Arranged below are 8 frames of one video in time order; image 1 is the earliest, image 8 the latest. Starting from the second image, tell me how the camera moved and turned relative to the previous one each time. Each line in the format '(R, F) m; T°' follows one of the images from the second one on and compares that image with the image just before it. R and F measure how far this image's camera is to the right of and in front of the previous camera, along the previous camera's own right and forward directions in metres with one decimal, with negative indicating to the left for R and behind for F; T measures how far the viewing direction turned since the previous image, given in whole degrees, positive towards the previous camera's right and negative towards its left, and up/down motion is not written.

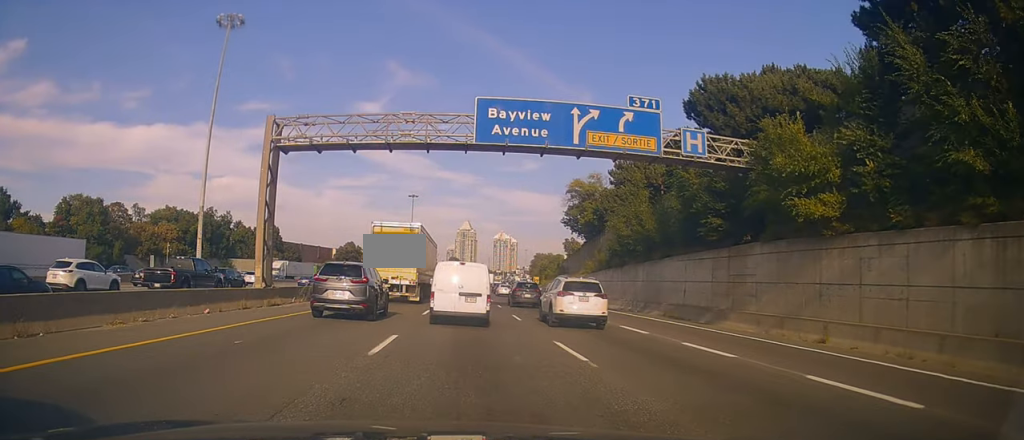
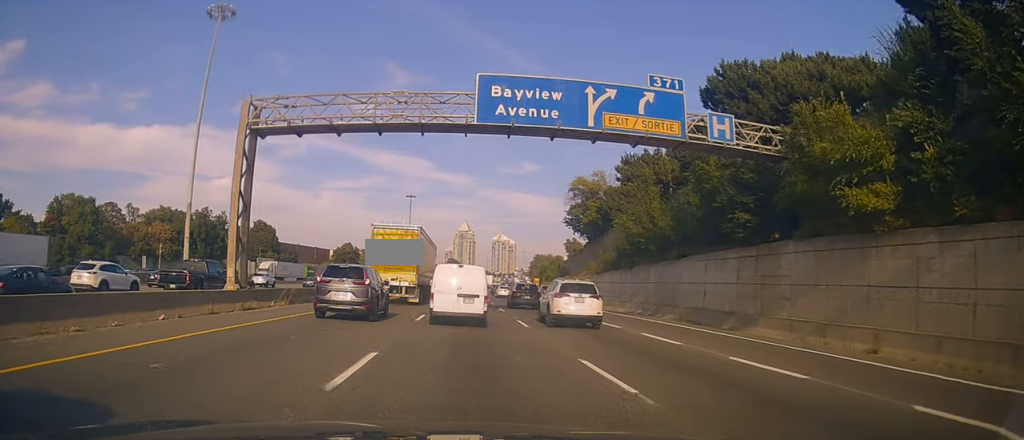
(+0.1, +2.8) m; -1°
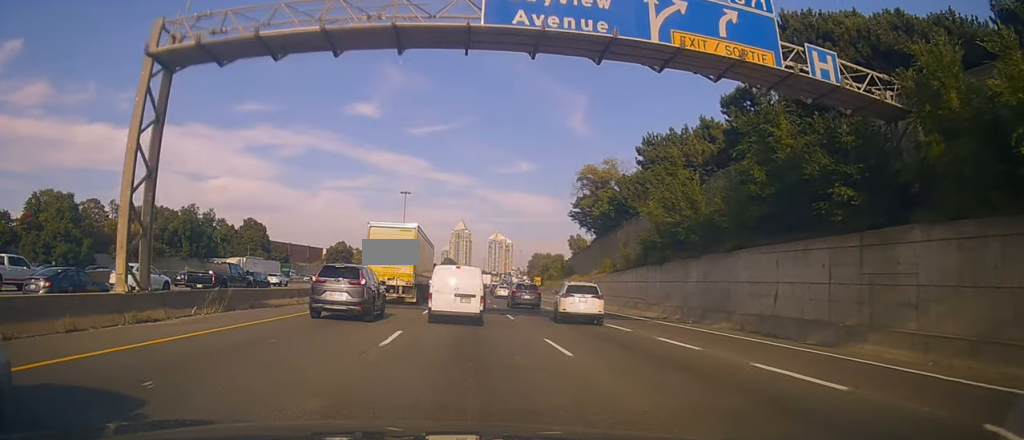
(-0.1, +6.7) m; -2°
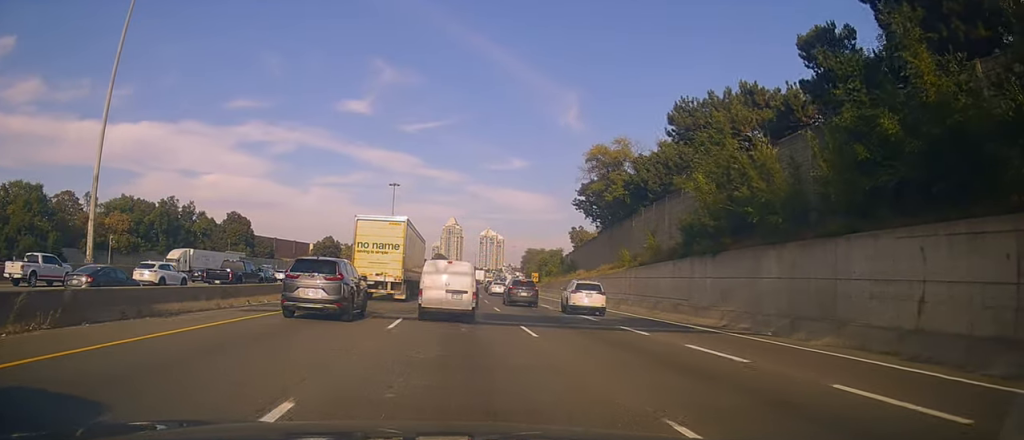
(-0.1, +8.1) m; +1°
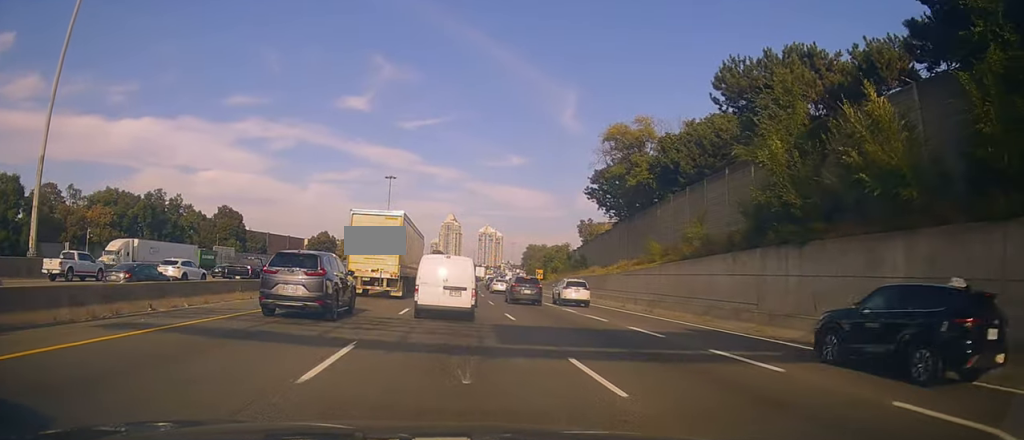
(+0.2, +7.7) m; +2°
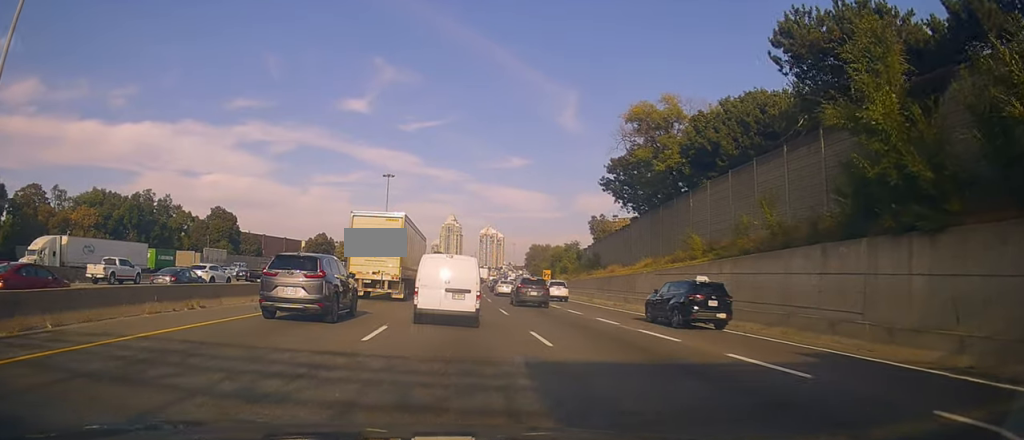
(0.0, +7.5) m; -5°
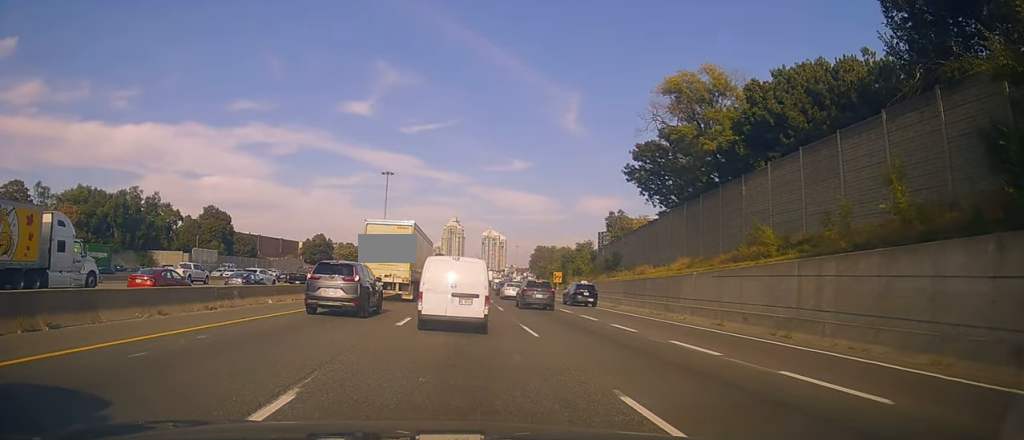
(-0.2, +10.2) m; +5°
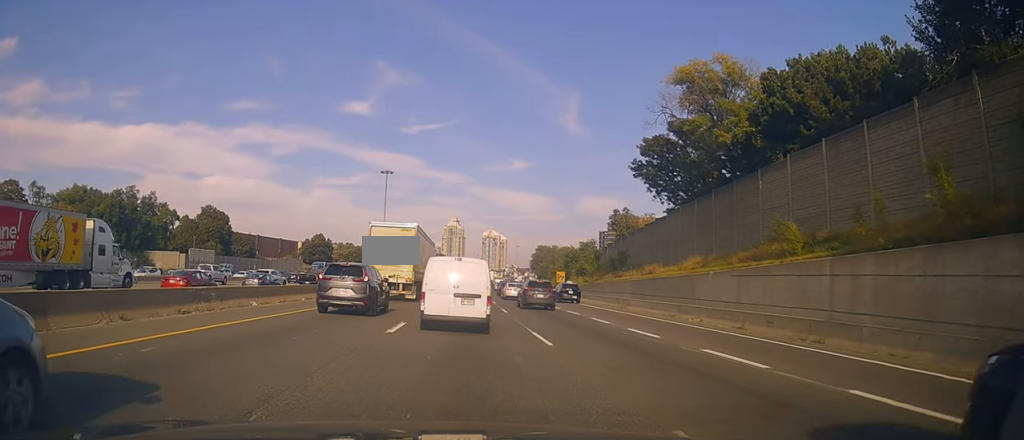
(+0.6, +2.6) m; +2°
